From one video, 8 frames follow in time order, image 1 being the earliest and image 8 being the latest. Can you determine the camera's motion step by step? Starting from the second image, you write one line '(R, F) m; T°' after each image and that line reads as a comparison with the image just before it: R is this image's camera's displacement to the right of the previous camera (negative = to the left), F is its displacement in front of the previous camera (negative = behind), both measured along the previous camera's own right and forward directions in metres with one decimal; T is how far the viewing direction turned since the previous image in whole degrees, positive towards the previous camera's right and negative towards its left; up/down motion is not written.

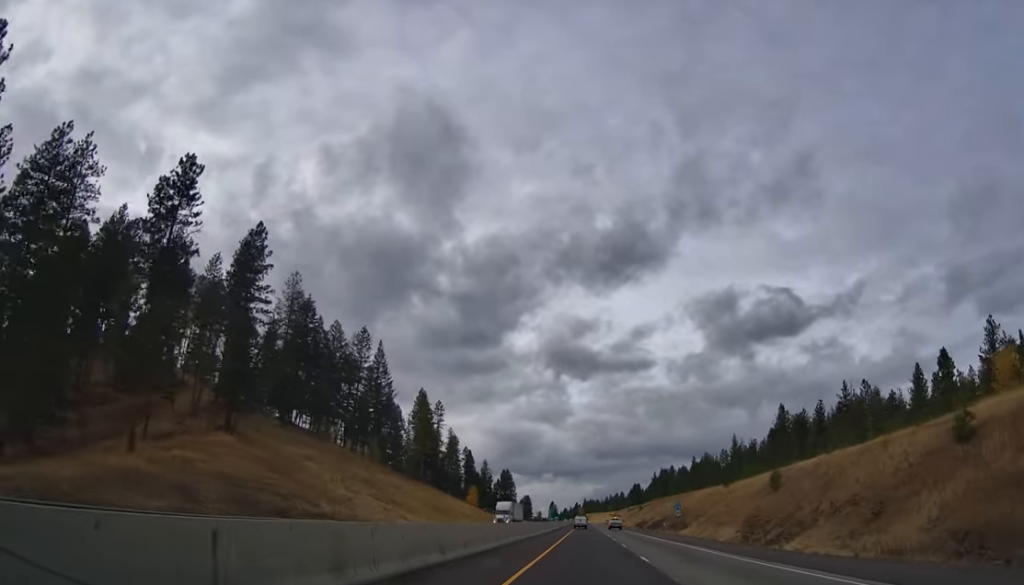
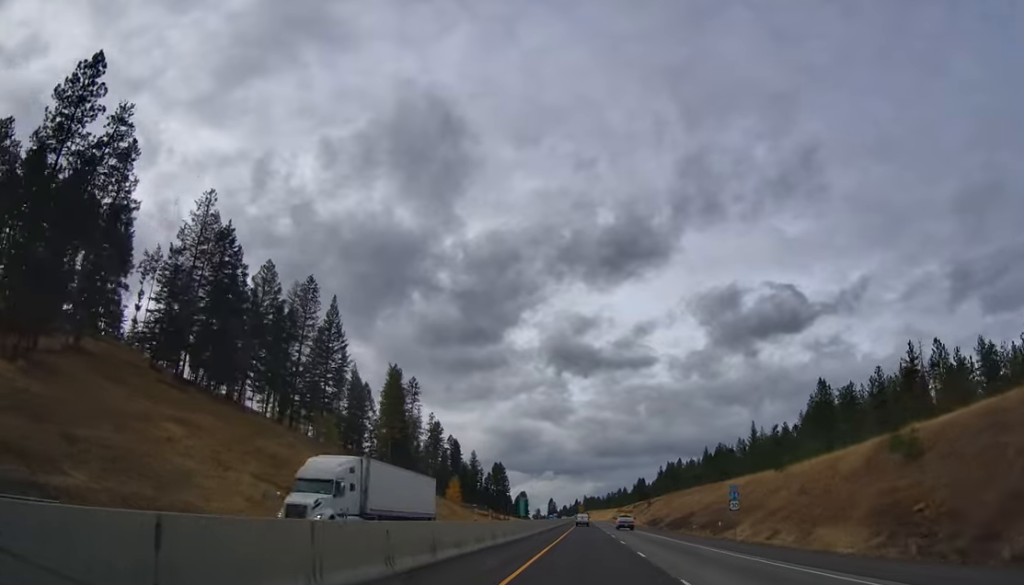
(-0.3, +35.7) m; 0°
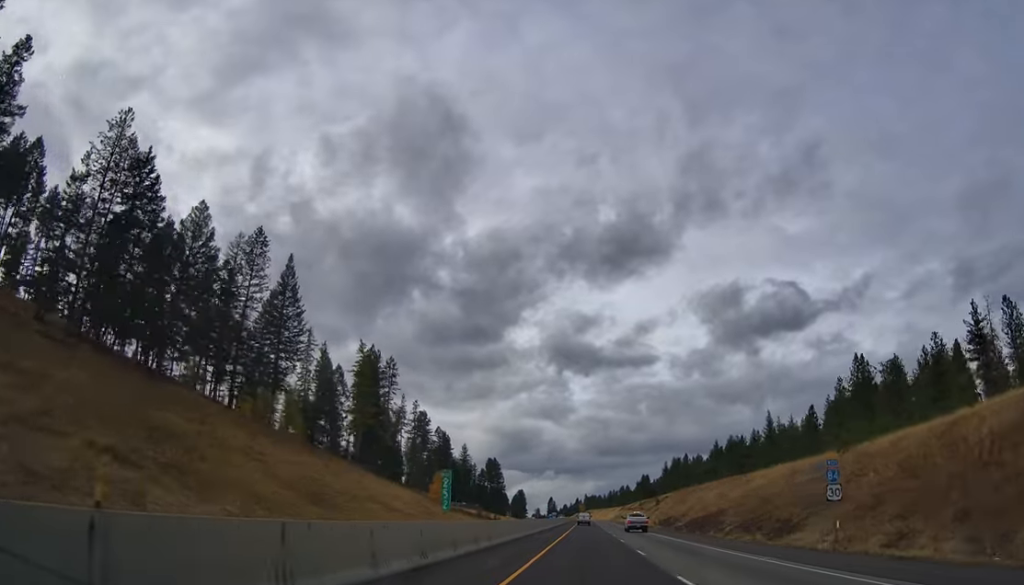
(-0.2, +24.0) m; +1°
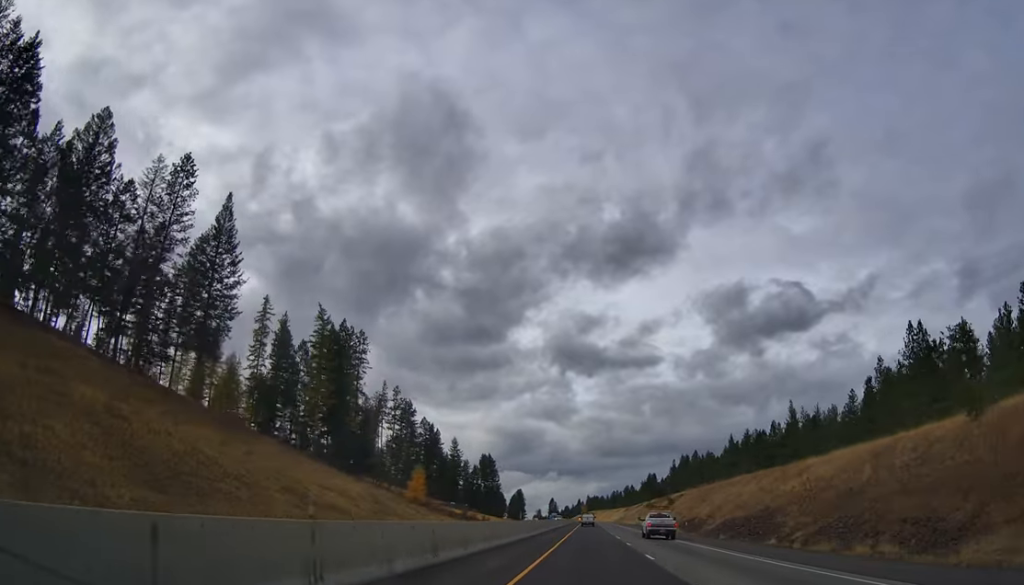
(+0.7, +26.1) m; 0°
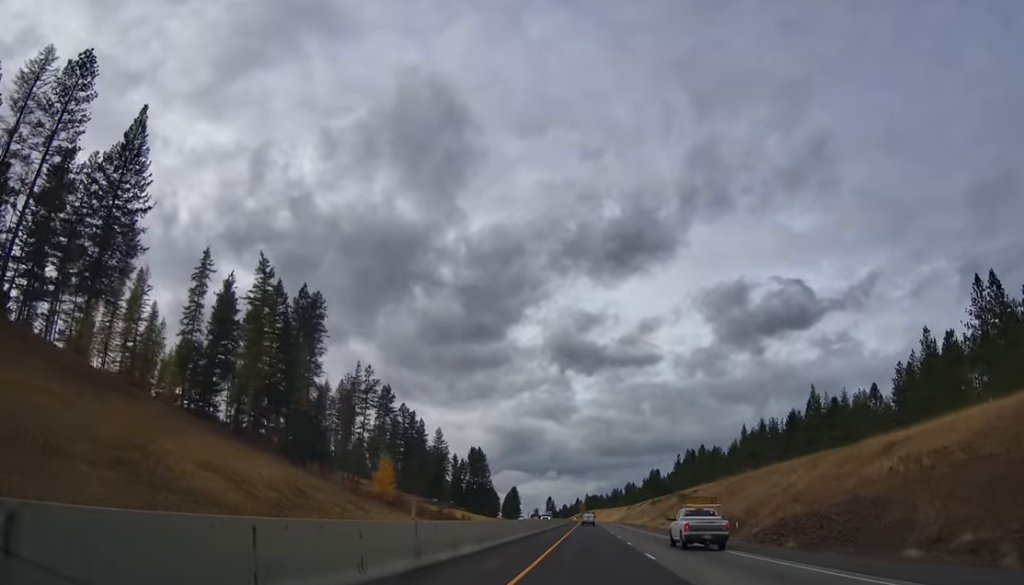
(-0.2, +25.0) m; -1°
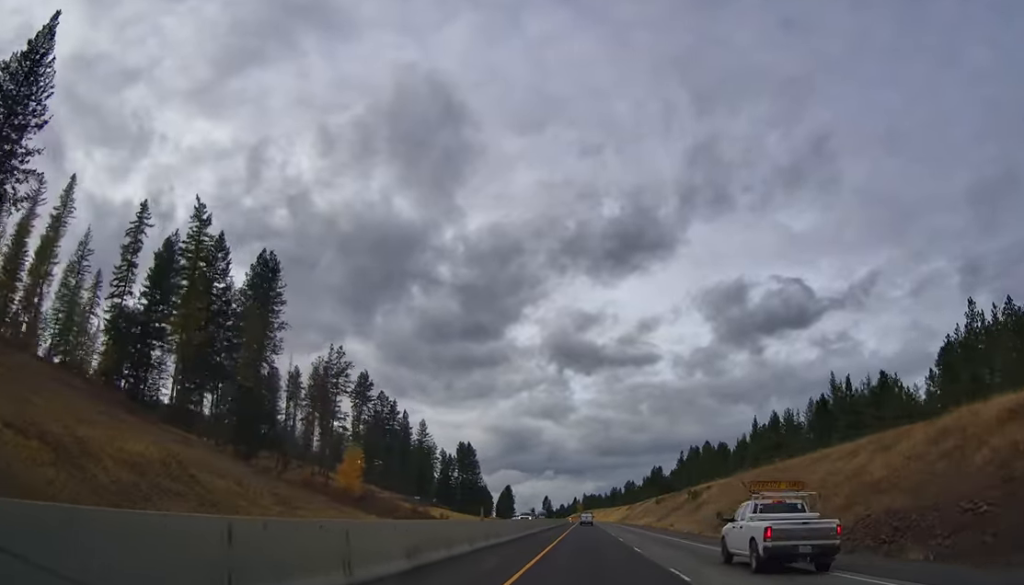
(-0.3, +19.8) m; -1°
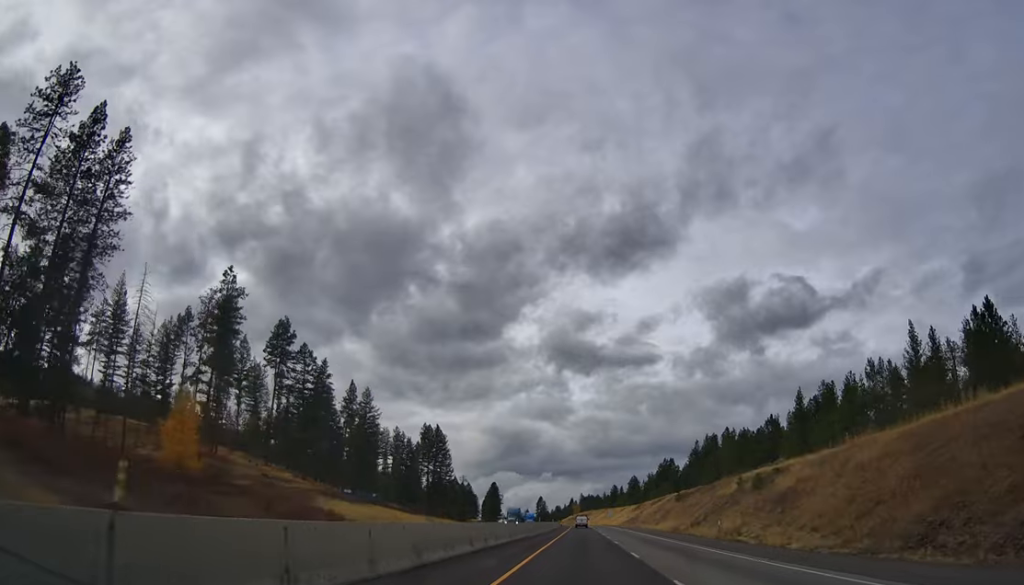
(0.0, +52.0) m; 0°
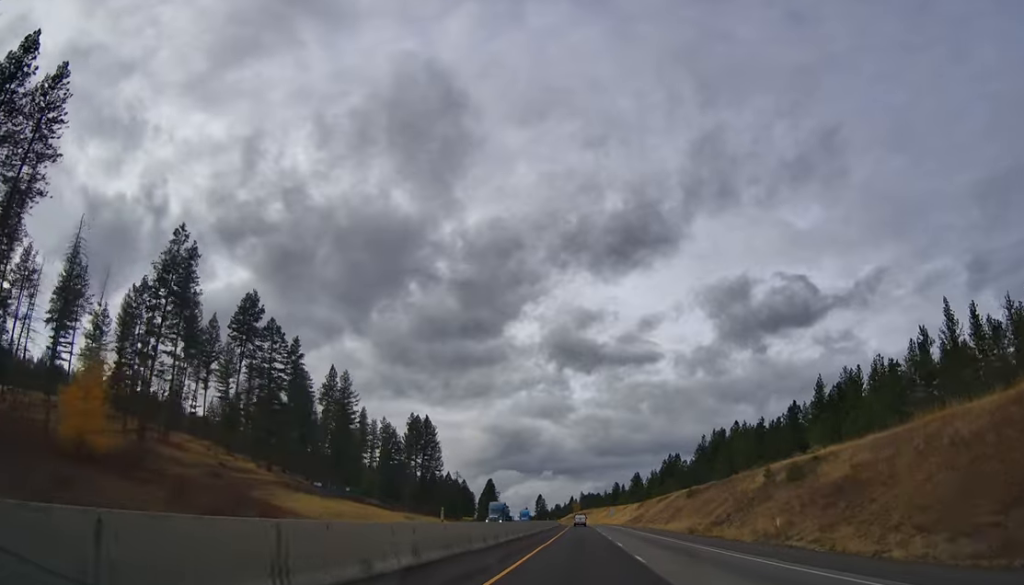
(+0.1, +15.5) m; 0°
